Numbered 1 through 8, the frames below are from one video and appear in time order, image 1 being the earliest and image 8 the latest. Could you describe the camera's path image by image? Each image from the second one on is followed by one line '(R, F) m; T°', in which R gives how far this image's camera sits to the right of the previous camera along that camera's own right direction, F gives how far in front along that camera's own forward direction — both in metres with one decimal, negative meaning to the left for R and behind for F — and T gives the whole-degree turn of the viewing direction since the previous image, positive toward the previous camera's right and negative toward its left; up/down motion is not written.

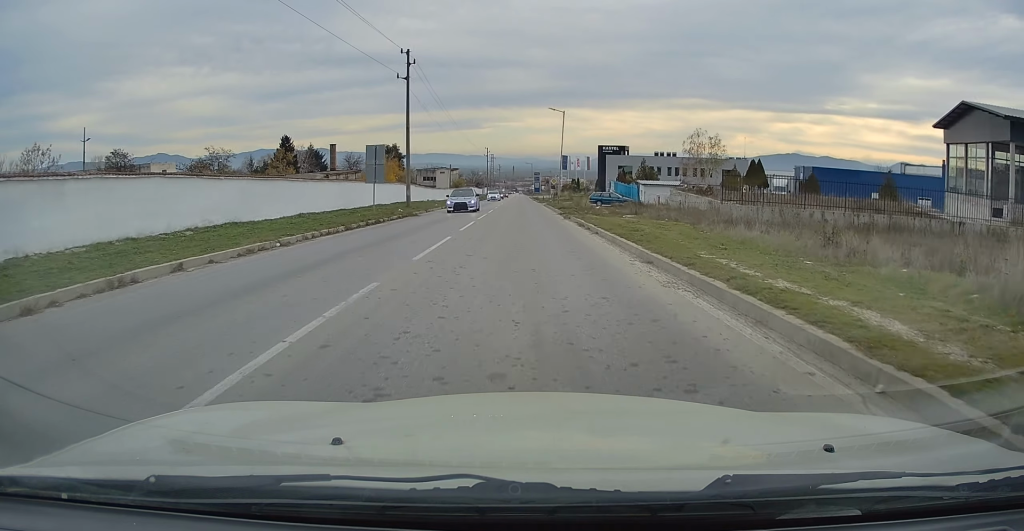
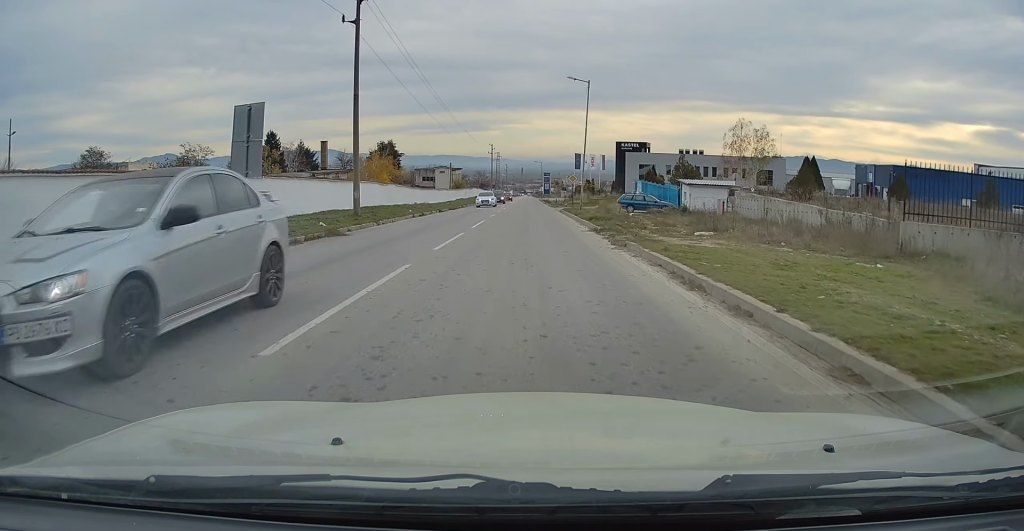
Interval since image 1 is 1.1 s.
(+0.1, +15.5) m; 0°
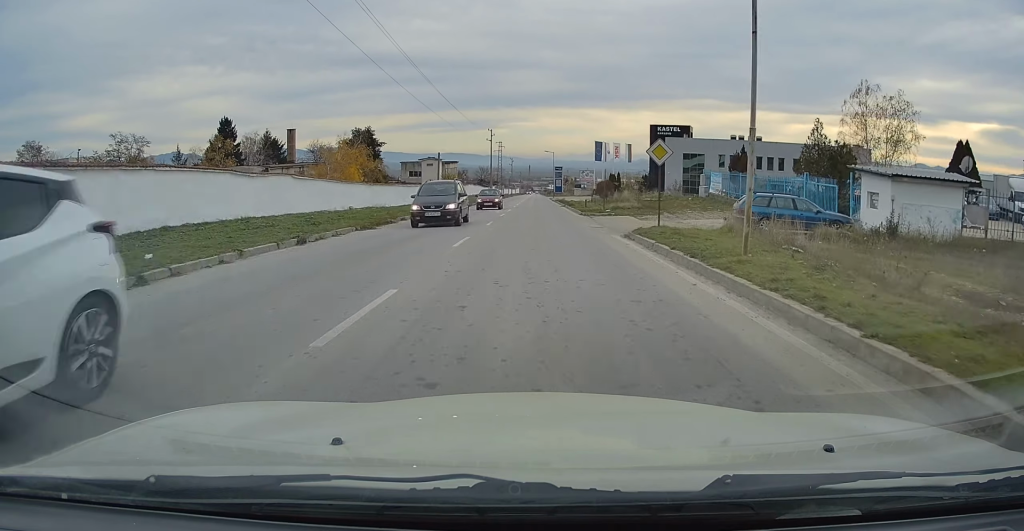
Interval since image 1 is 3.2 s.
(-0.7, +28.2) m; -1°
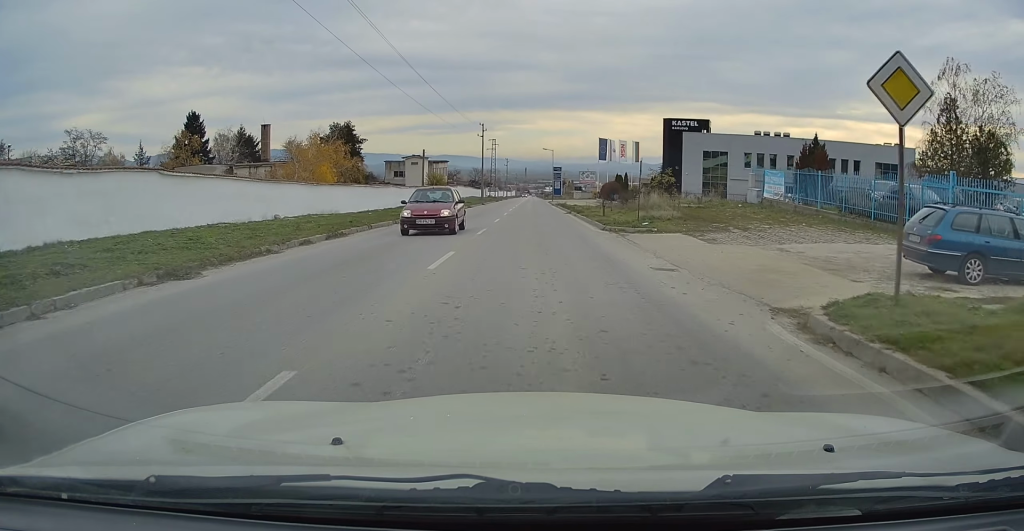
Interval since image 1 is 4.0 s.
(+0.2, +12.2) m; +1°
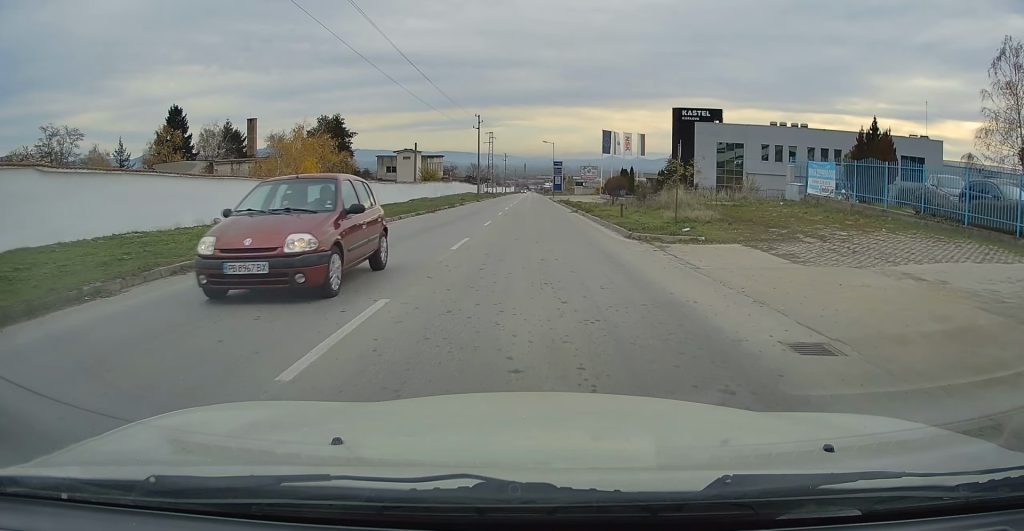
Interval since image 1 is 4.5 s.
(0.0, +6.1) m; 0°
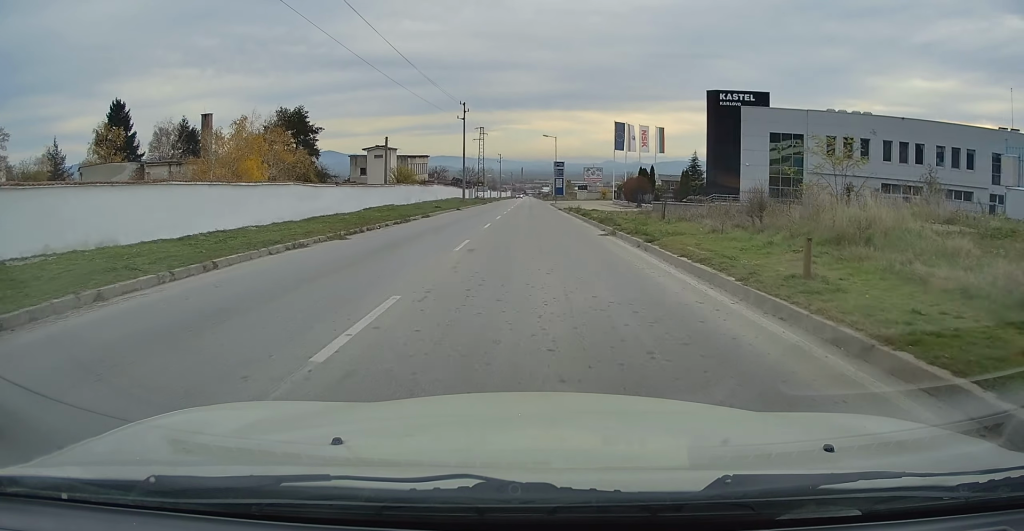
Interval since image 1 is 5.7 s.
(-0.1, +17.0) m; 0°
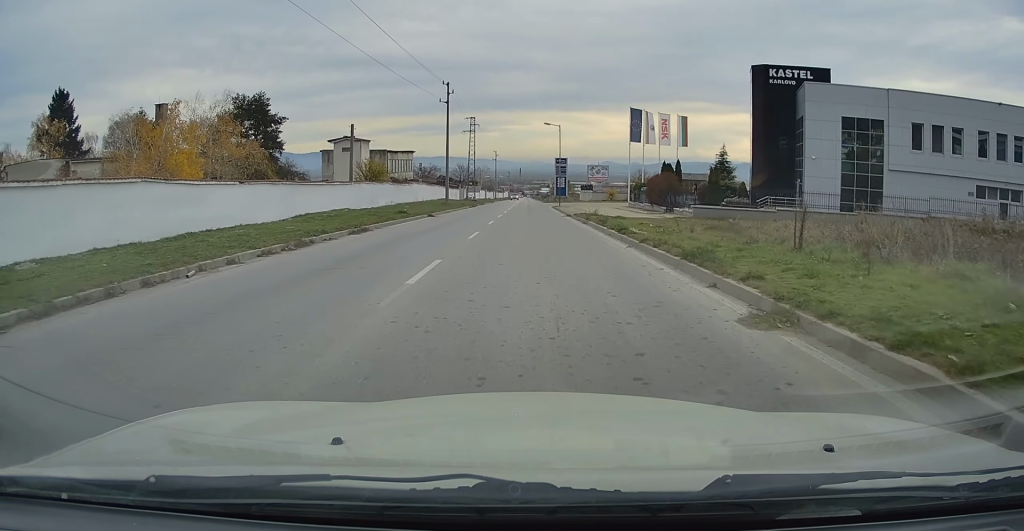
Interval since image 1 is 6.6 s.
(+0.2, +13.7) m; 0°
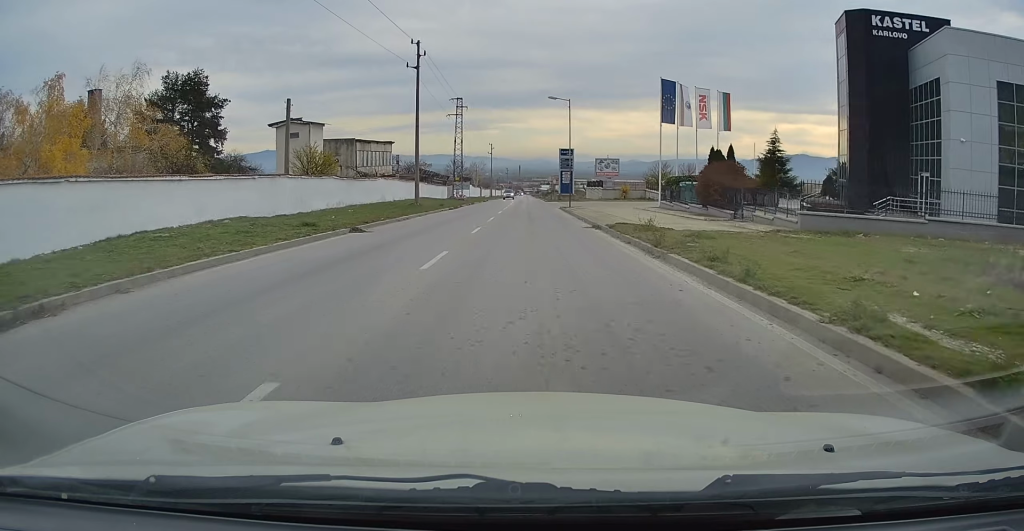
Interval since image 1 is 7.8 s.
(-0.2, +16.1) m; 0°
